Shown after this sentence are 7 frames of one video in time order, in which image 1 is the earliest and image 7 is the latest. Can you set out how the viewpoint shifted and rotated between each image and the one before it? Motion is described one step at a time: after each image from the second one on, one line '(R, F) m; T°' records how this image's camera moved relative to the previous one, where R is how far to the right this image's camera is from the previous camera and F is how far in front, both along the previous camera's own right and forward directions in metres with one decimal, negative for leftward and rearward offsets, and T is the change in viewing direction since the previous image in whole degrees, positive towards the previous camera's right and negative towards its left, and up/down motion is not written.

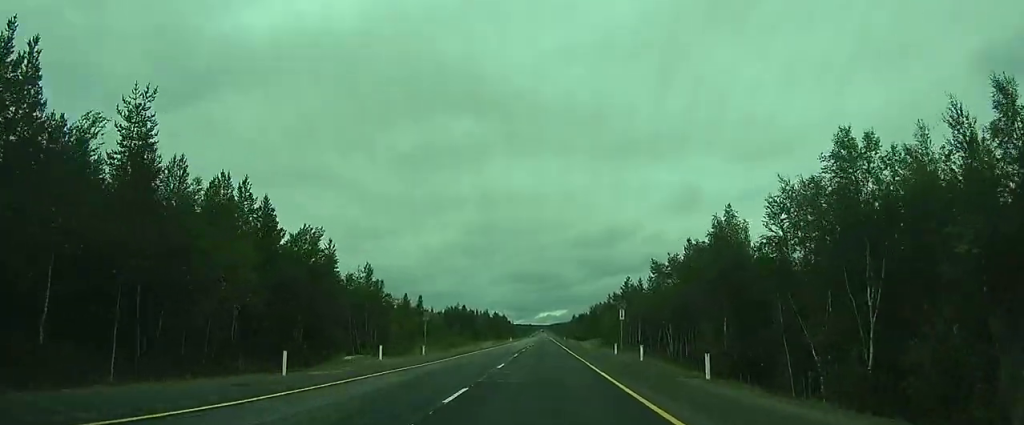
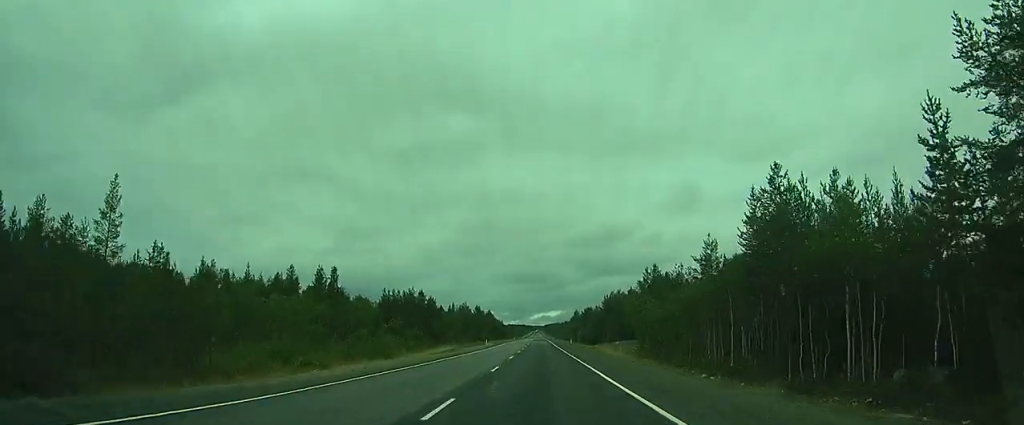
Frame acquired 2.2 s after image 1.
(-0.5, +52.9) m; -1°
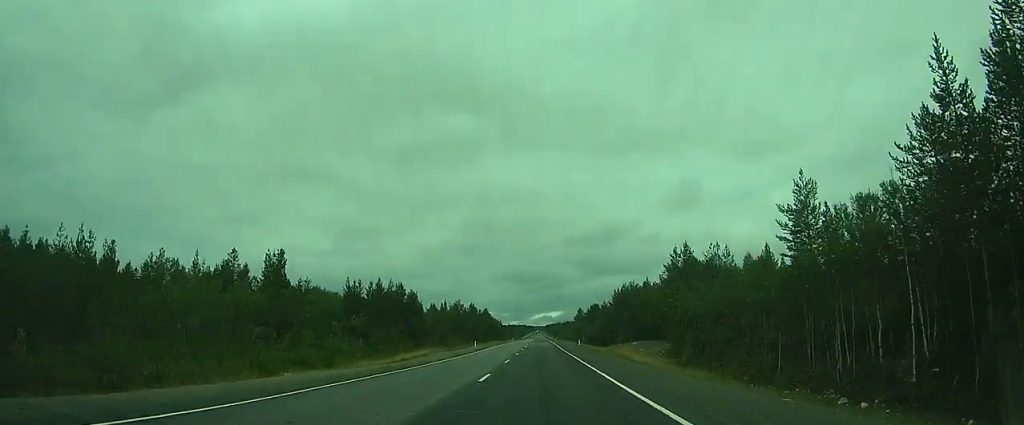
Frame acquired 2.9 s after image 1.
(0.0, +20.3) m; 0°
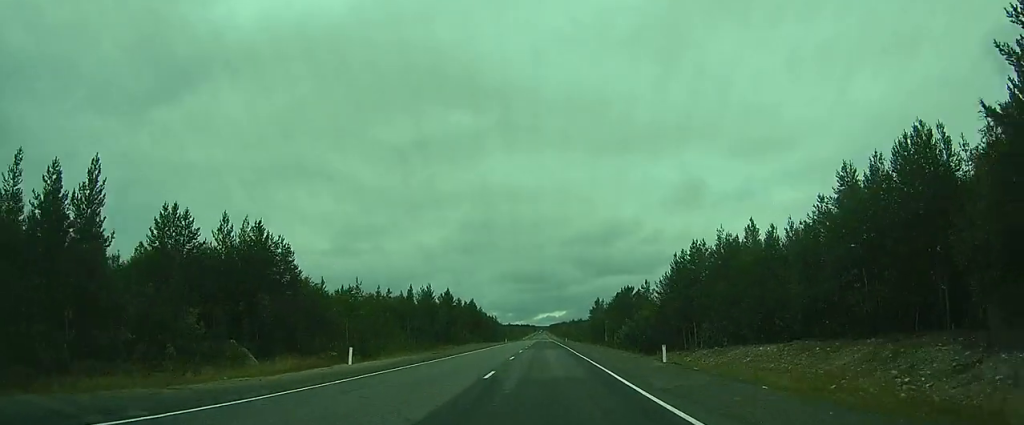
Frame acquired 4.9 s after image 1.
(+0.3, +56.5) m; 0°
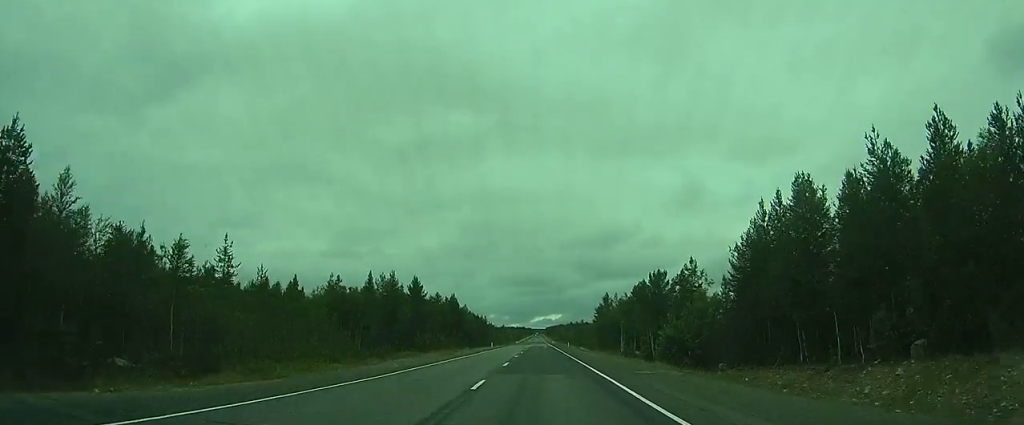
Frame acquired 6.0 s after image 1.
(-0.1, +27.9) m; -1°
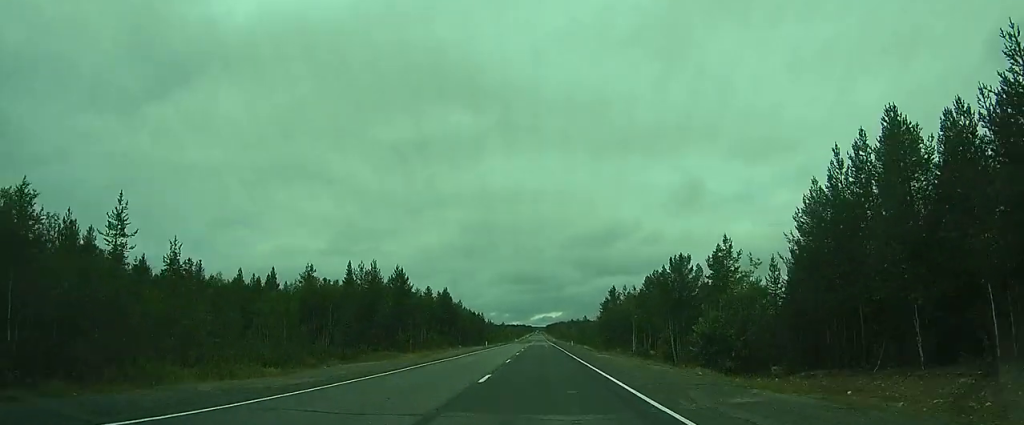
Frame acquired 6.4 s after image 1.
(-0.1, +10.8) m; 0°
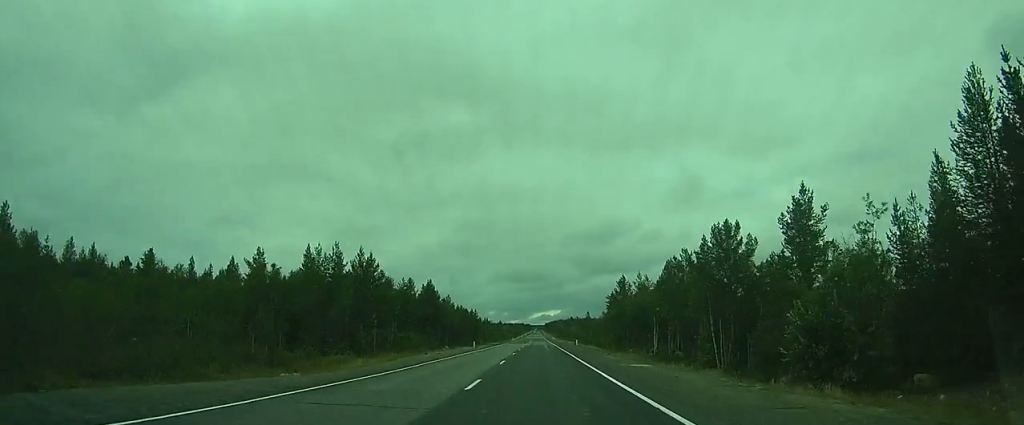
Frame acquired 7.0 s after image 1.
(0.0, +14.6) m; -1°
